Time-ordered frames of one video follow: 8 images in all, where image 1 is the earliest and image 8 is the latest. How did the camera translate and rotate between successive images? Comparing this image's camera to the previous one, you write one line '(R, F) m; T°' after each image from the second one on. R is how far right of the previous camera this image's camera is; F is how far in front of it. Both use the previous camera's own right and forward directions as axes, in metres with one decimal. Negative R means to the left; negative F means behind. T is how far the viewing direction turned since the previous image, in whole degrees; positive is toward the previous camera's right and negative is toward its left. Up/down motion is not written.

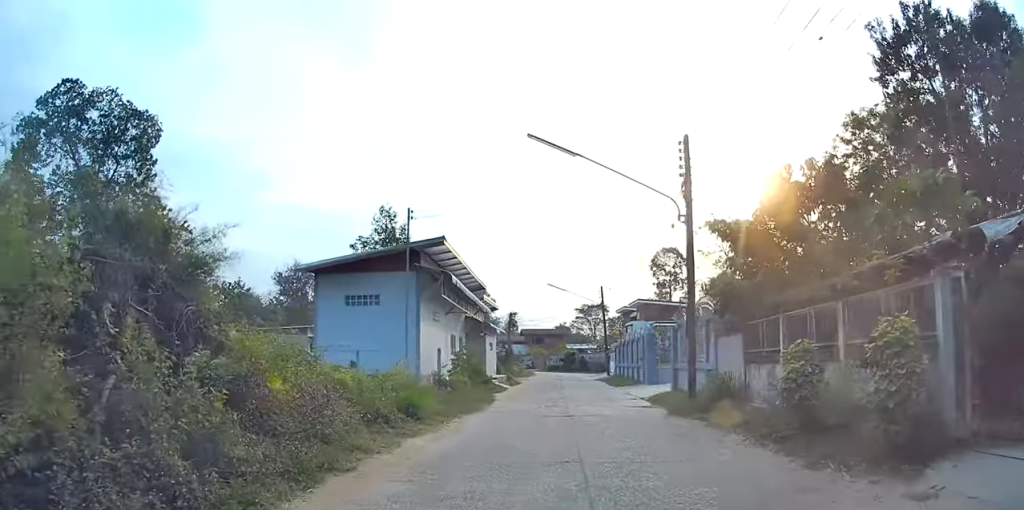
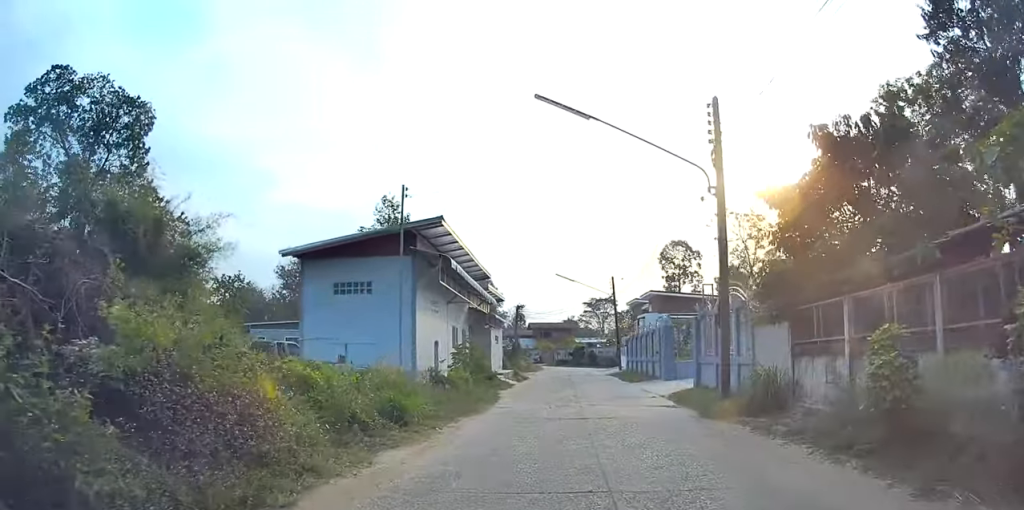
(0.0, +2.0) m; +1°
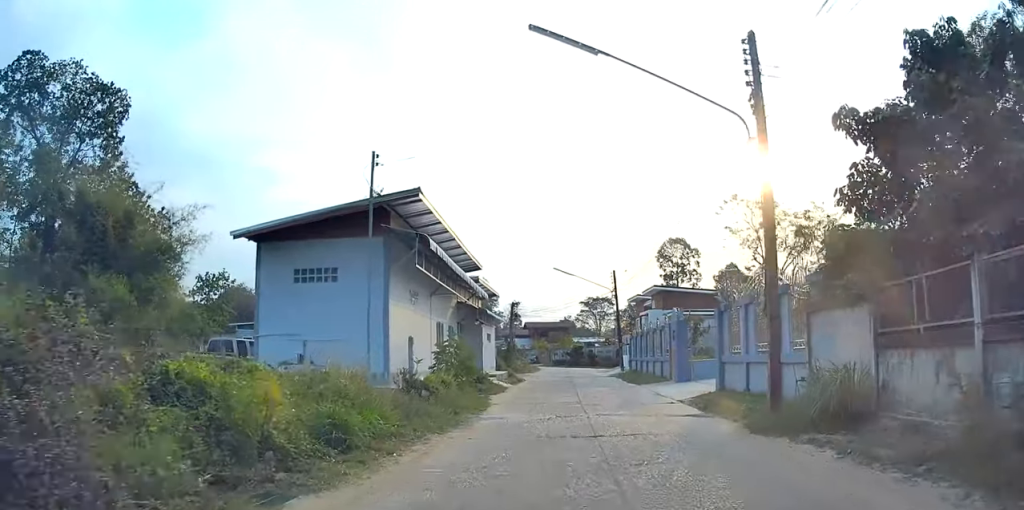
(0.0, +2.8) m; +1°
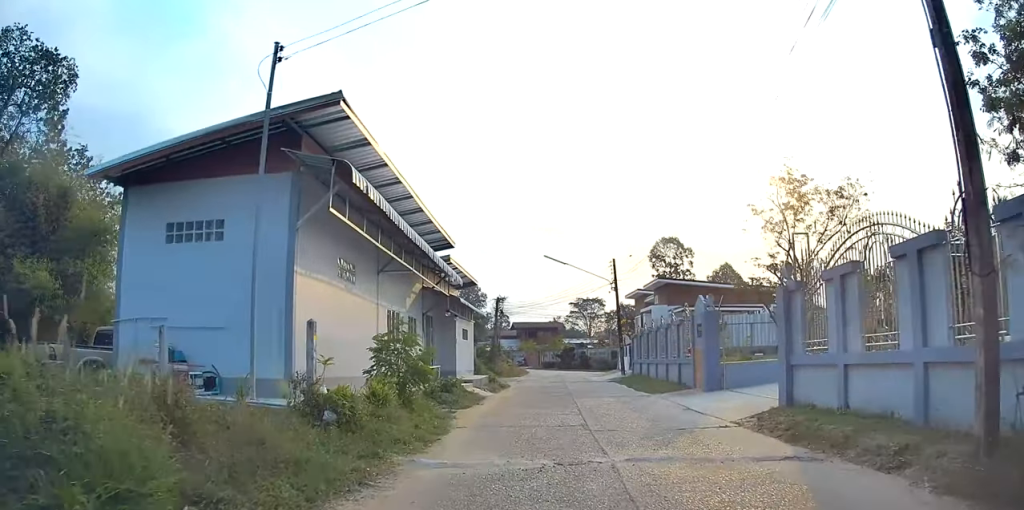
(0.0, +4.9) m; 0°
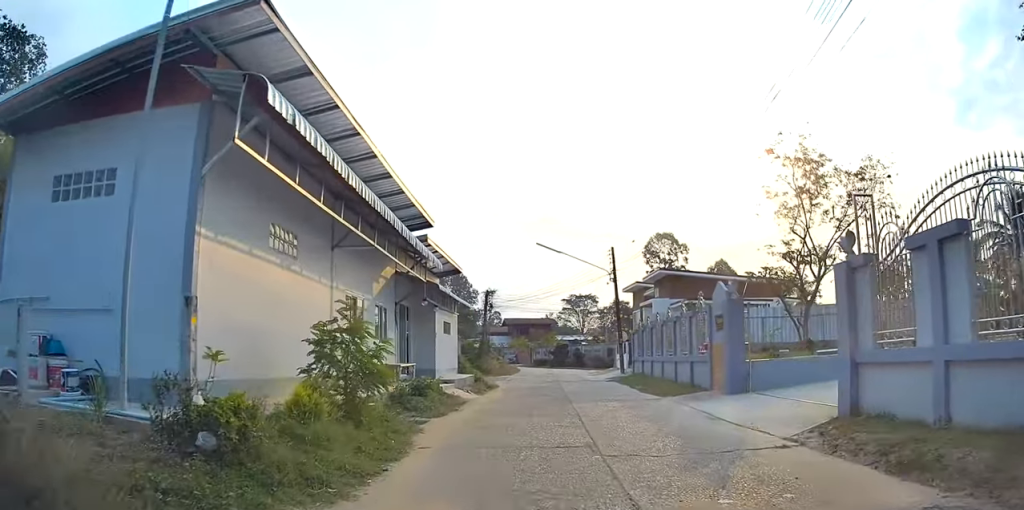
(0.0, +2.9) m; -1°
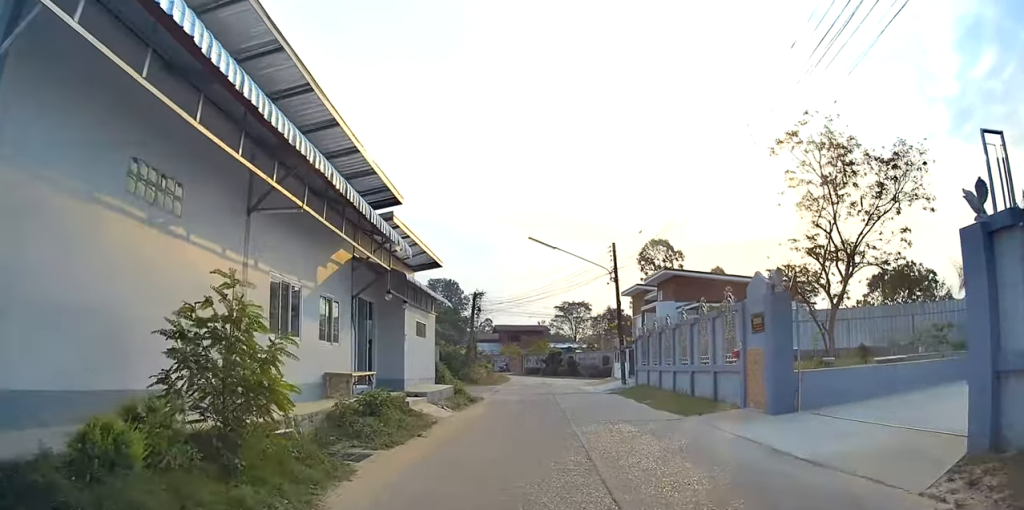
(0.0, +3.9) m; -2°
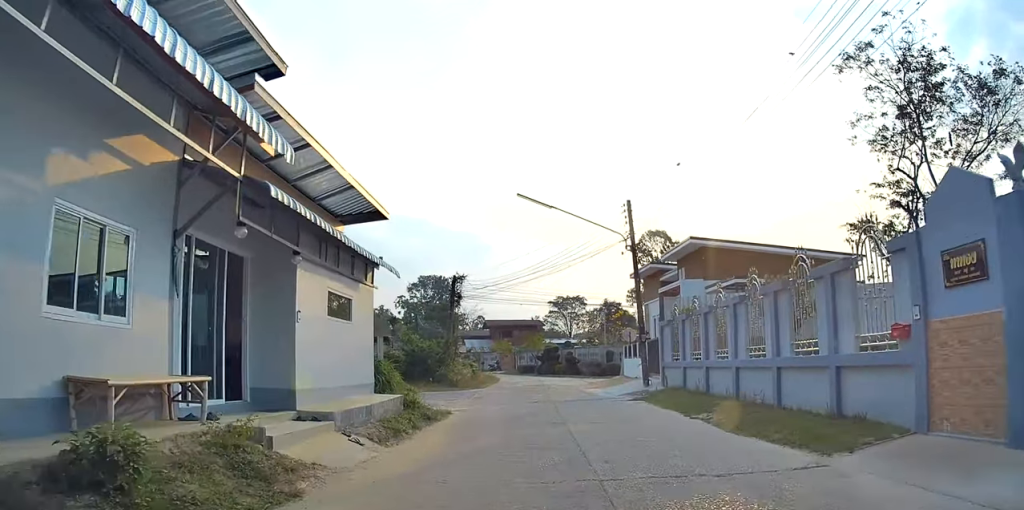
(+0.1, +8.3) m; +3°
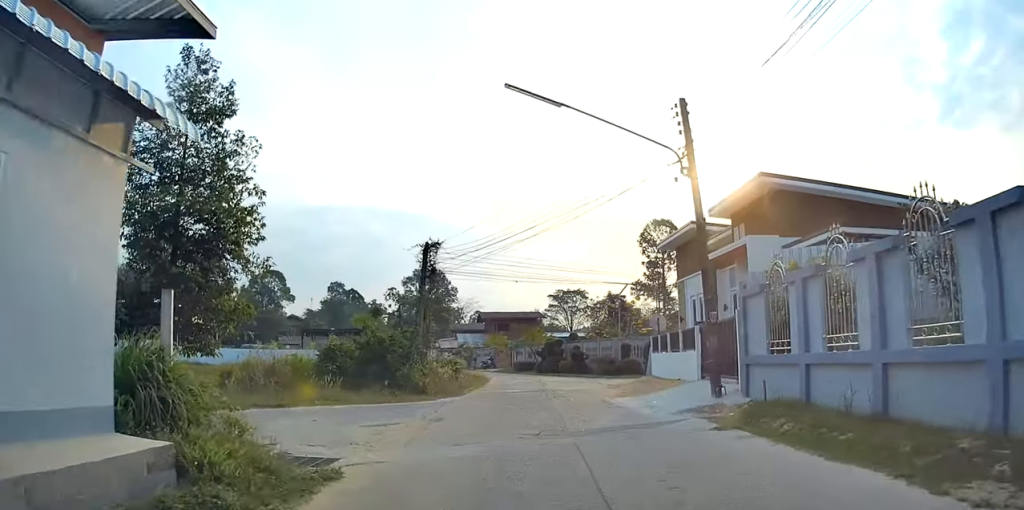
(0.0, +8.9) m; -1°
